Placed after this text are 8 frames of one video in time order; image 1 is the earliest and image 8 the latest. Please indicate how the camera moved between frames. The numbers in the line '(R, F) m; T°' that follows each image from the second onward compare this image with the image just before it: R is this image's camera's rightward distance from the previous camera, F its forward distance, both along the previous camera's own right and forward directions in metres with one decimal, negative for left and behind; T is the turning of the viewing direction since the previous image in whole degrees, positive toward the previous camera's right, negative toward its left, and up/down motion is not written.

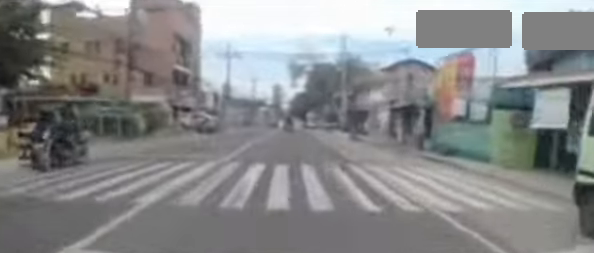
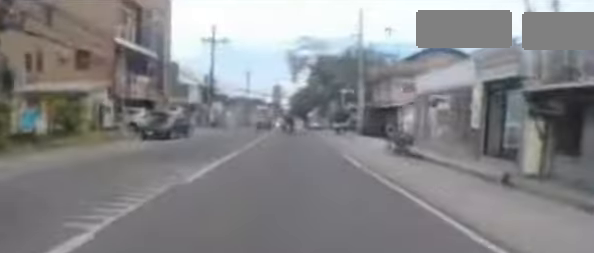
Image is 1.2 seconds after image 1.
(+0.1, +9.8) m; -3°
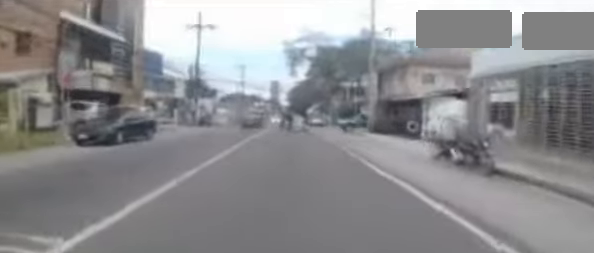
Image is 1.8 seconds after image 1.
(-0.4, +4.9) m; -1°
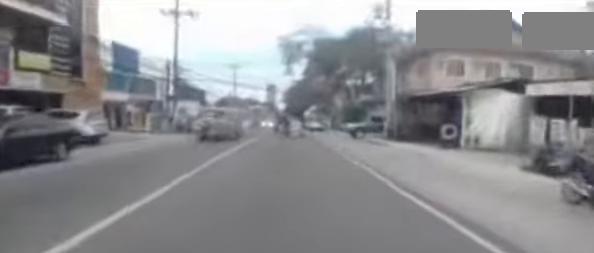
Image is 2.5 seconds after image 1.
(+0.1, +5.4) m; +1°
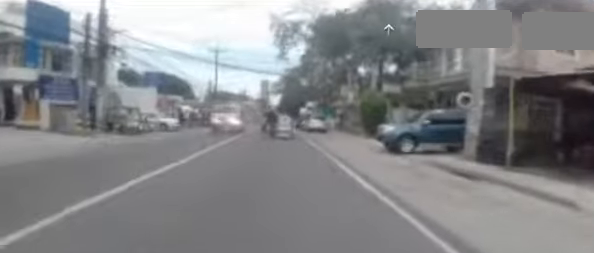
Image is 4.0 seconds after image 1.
(+0.1, +10.4) m; +4°
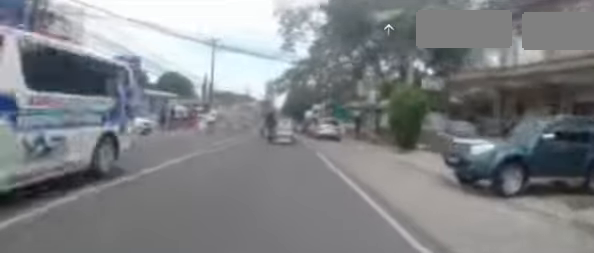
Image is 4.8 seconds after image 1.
(+0.5, +5.6) m; 0°
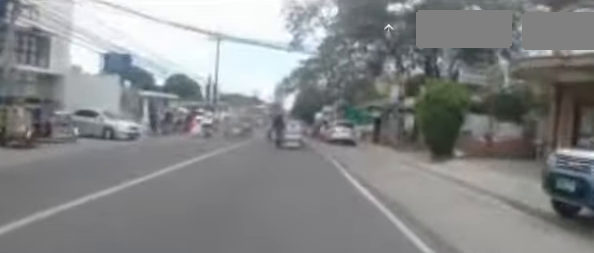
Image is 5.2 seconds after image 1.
(0.0, +3.0) m; 0°
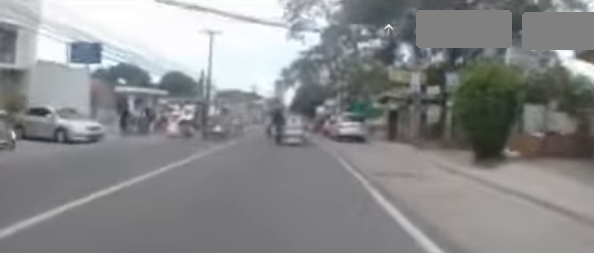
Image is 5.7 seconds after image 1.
(-0.3, +3.2) m; -1°
